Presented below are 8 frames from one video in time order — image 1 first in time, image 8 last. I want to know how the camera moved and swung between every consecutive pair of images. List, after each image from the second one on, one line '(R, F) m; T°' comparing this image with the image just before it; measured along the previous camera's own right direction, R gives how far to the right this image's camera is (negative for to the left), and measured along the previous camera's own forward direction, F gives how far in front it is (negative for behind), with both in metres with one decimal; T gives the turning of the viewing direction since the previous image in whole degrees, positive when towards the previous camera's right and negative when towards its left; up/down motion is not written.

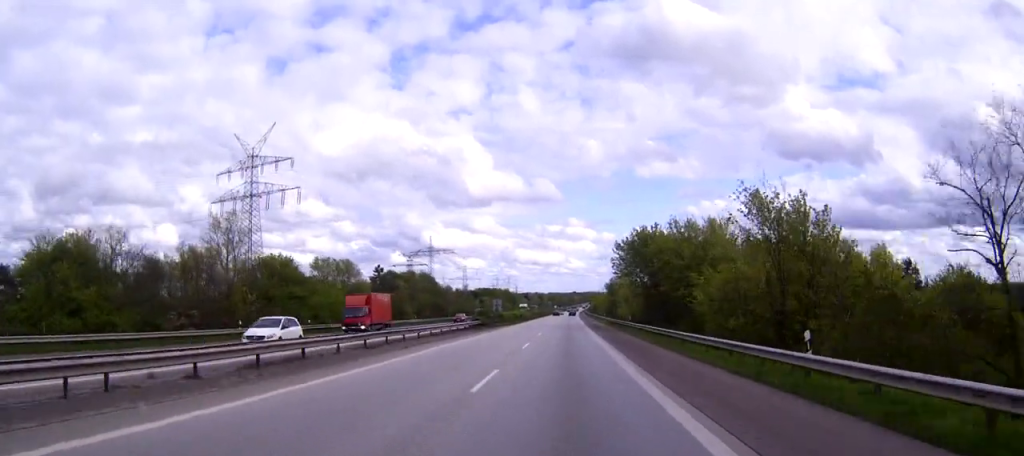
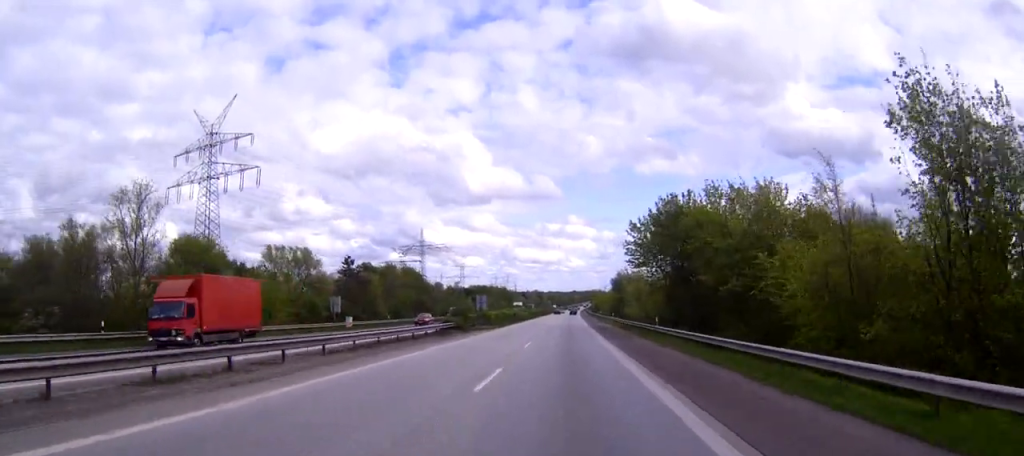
(0.0, +18.1) m; 0°
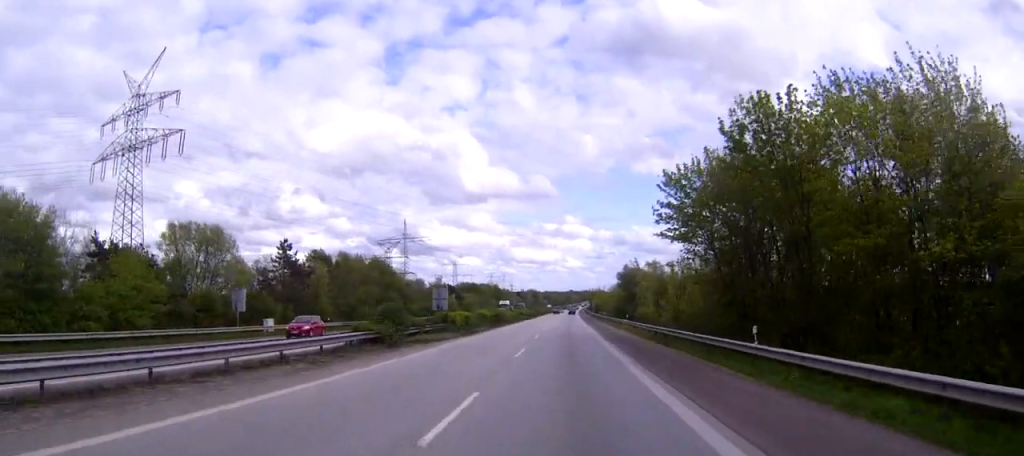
(0.0, +24.1) m; 0°
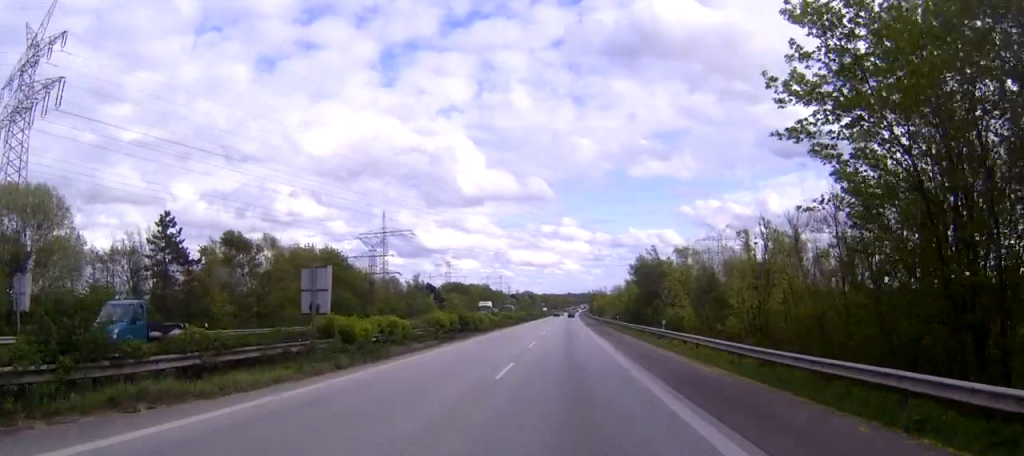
(+0.1, +26.1) m; 0°
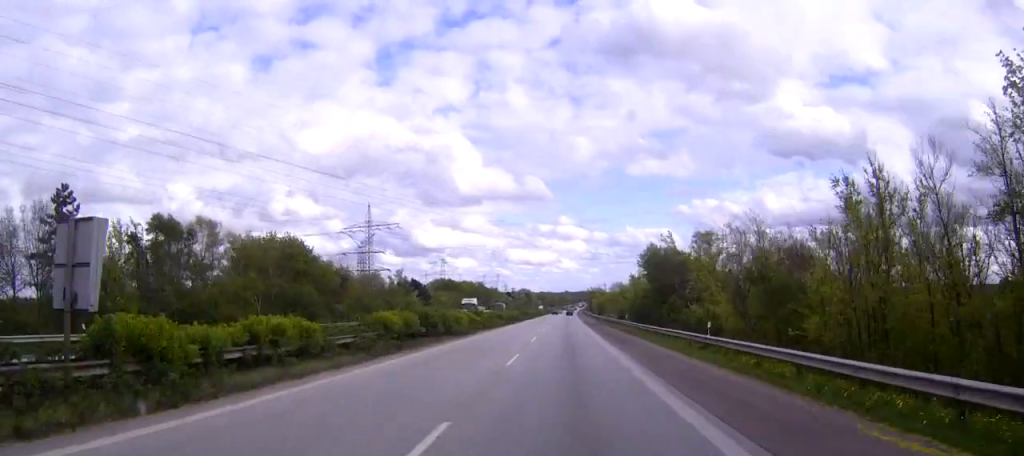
(0.0, +14.1) m; 0°
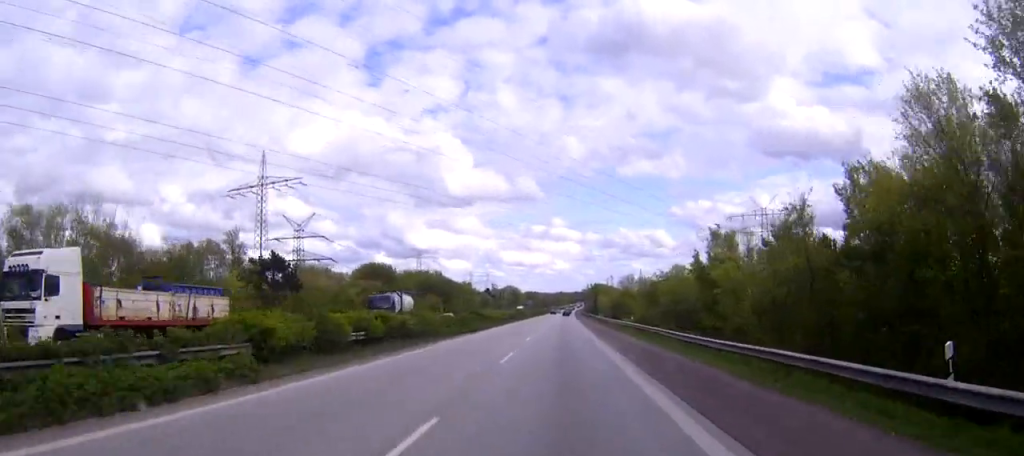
(+0.3, +71.9) m; 0°
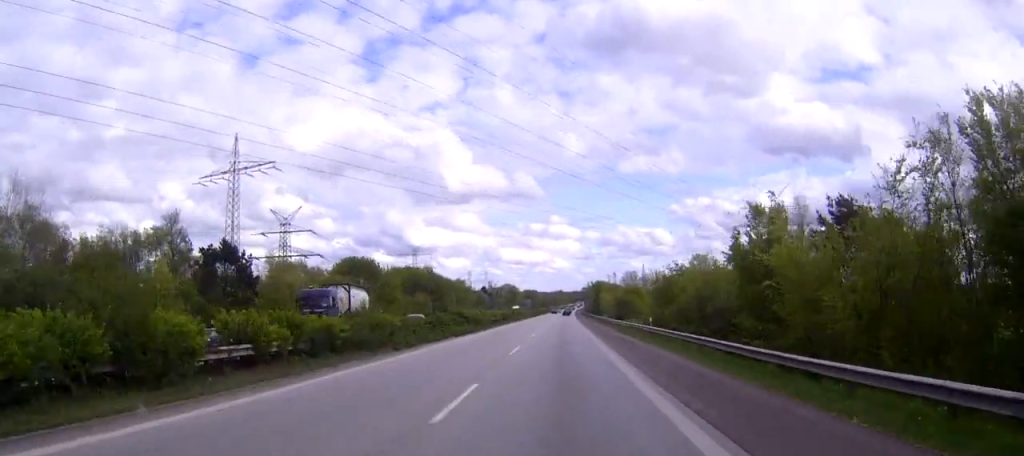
(0.0, +12.2) m; 0°
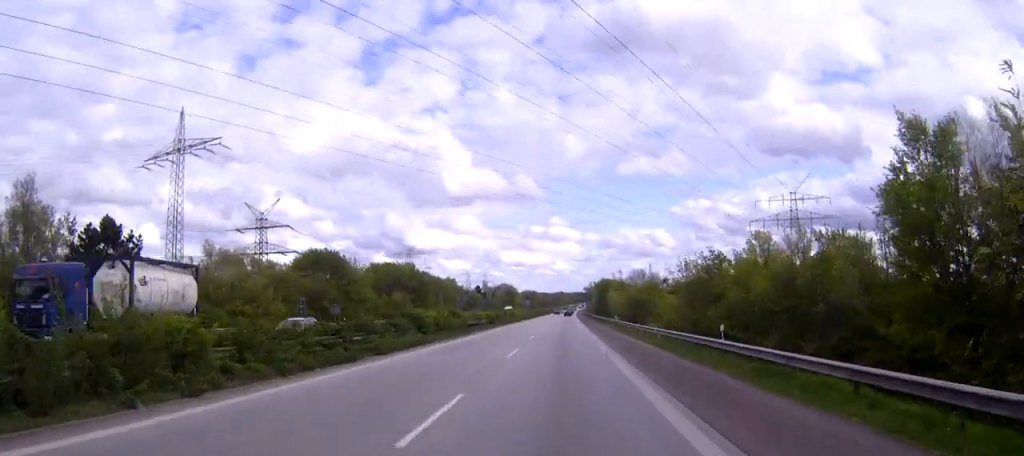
(0.0, +20.2) m; 0°
